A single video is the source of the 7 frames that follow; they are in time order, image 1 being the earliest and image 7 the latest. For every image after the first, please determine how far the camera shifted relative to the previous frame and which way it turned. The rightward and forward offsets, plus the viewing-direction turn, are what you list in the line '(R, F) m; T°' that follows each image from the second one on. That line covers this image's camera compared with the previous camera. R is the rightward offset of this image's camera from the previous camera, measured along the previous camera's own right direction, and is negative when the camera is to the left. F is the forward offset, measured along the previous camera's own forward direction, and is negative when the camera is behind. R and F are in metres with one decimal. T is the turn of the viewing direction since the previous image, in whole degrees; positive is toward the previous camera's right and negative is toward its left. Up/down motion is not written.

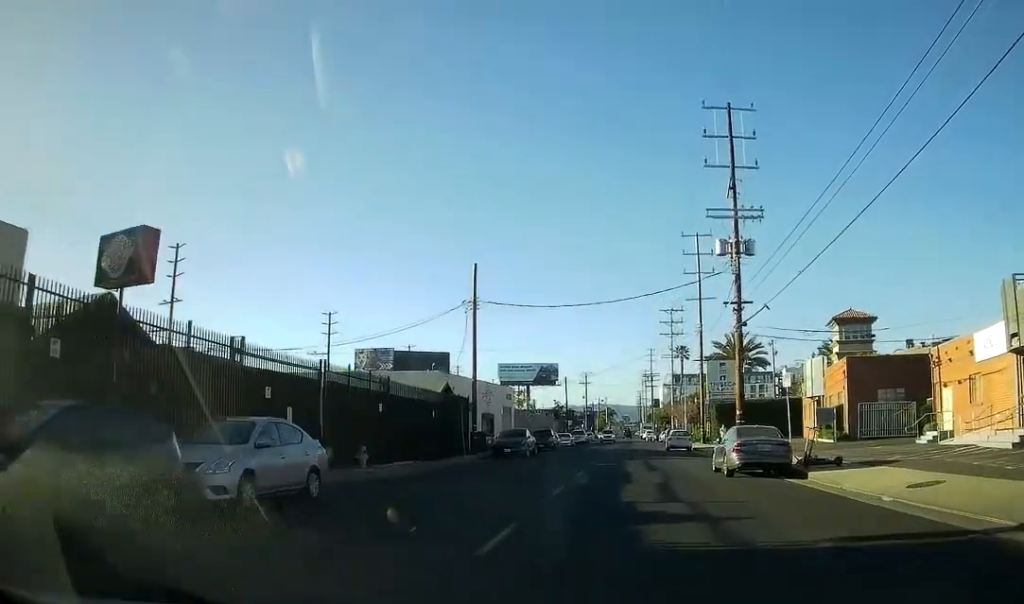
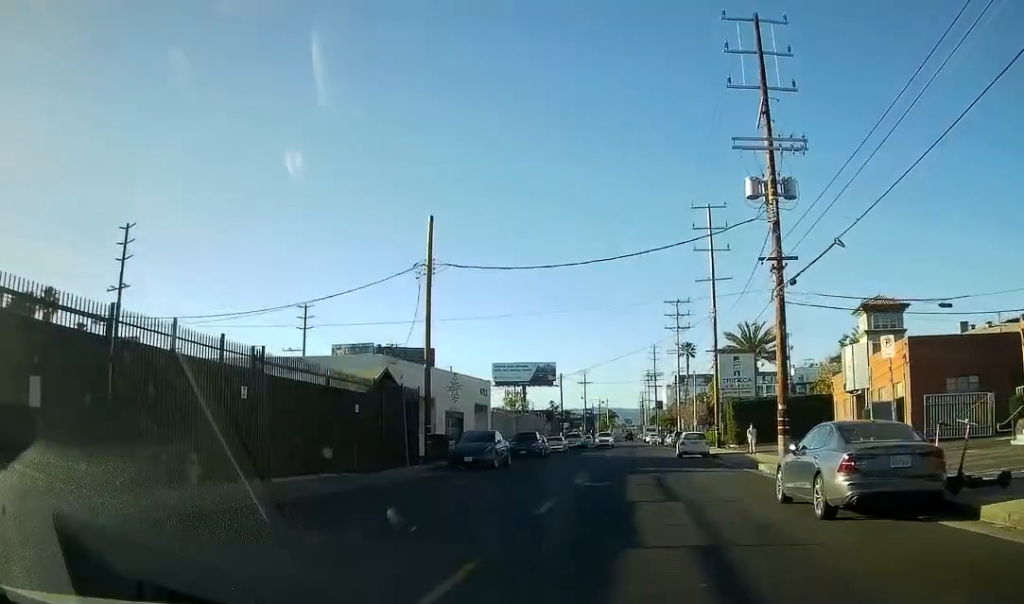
(-0.4, +10.1) m; -2°
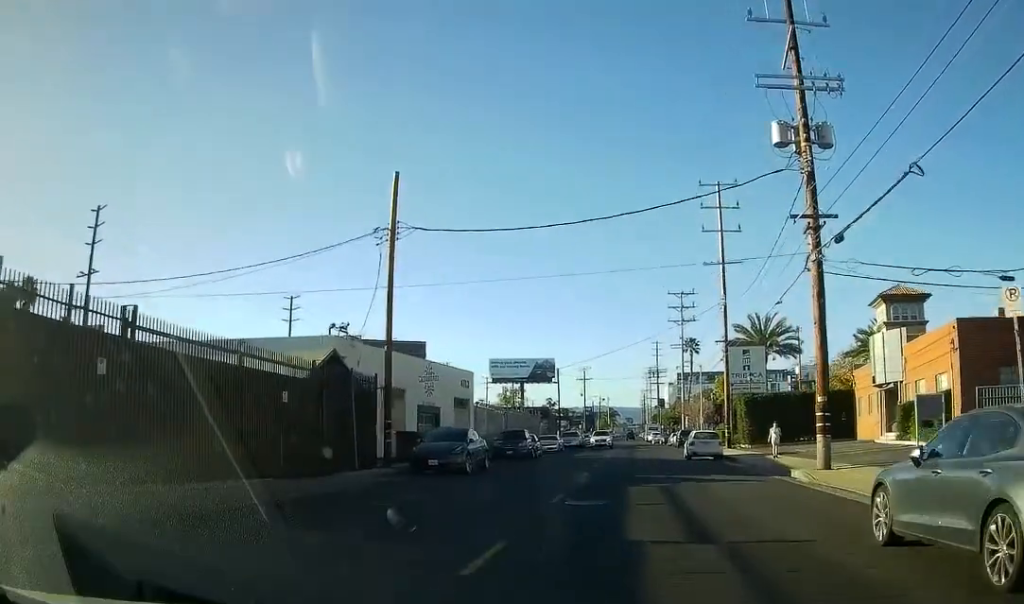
(-0.1, +5.8) m; 0°
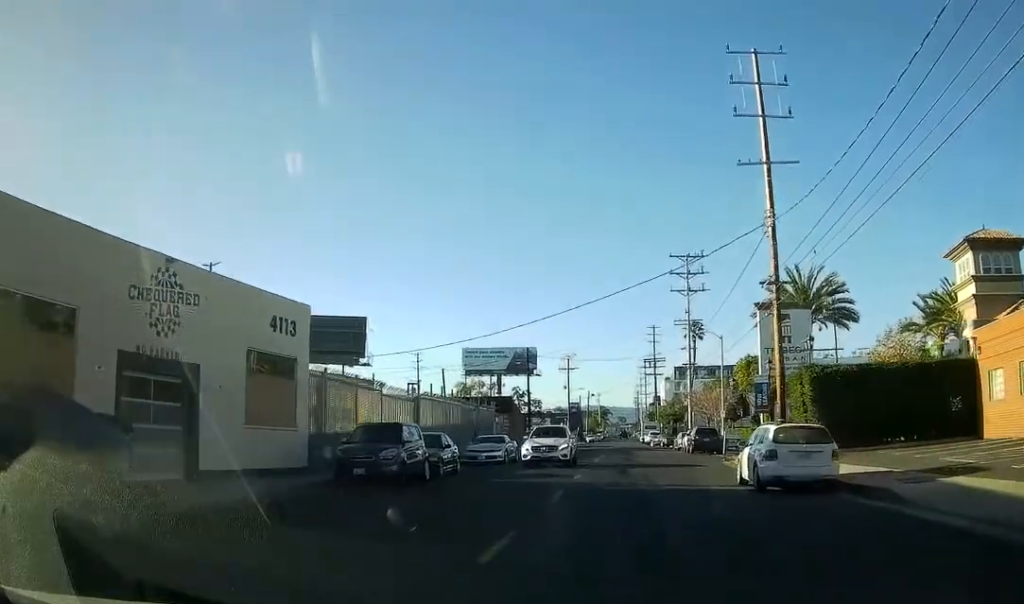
(+0.7, +21.3) m; +2°
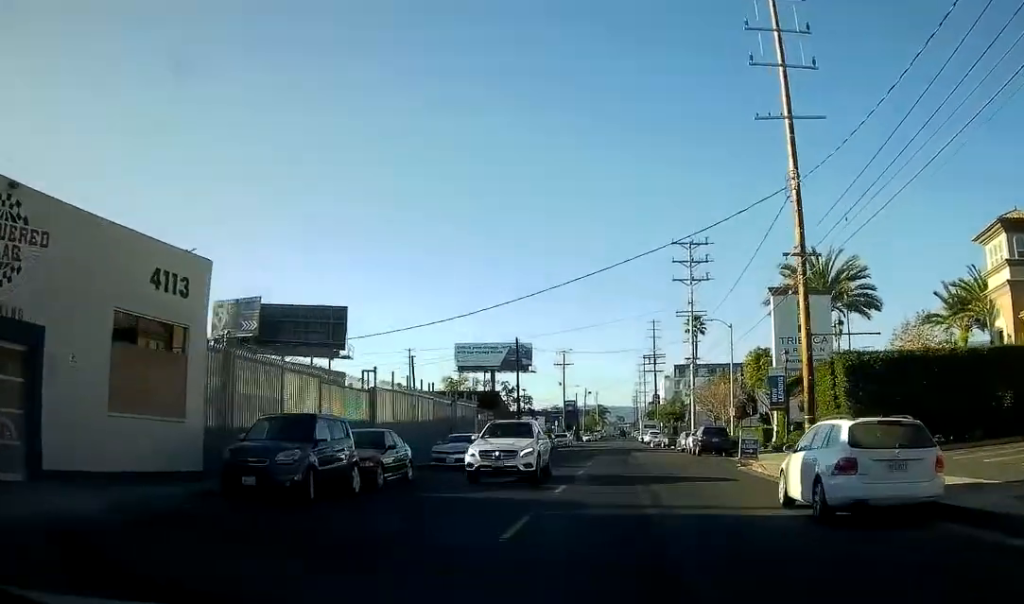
(0.0, +5.3) m; 0°
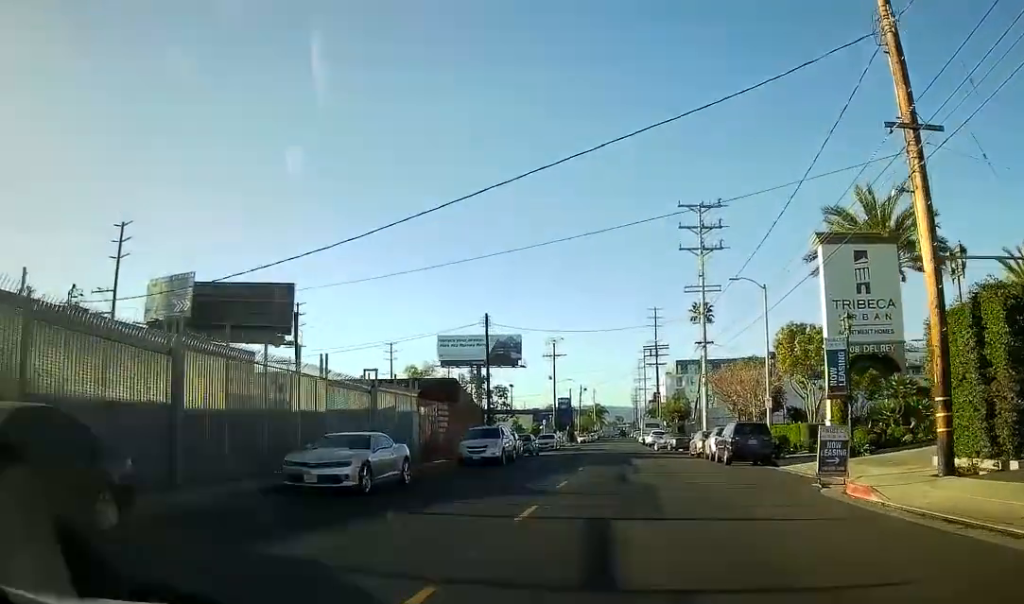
(0.0, +12.4) m; +1°
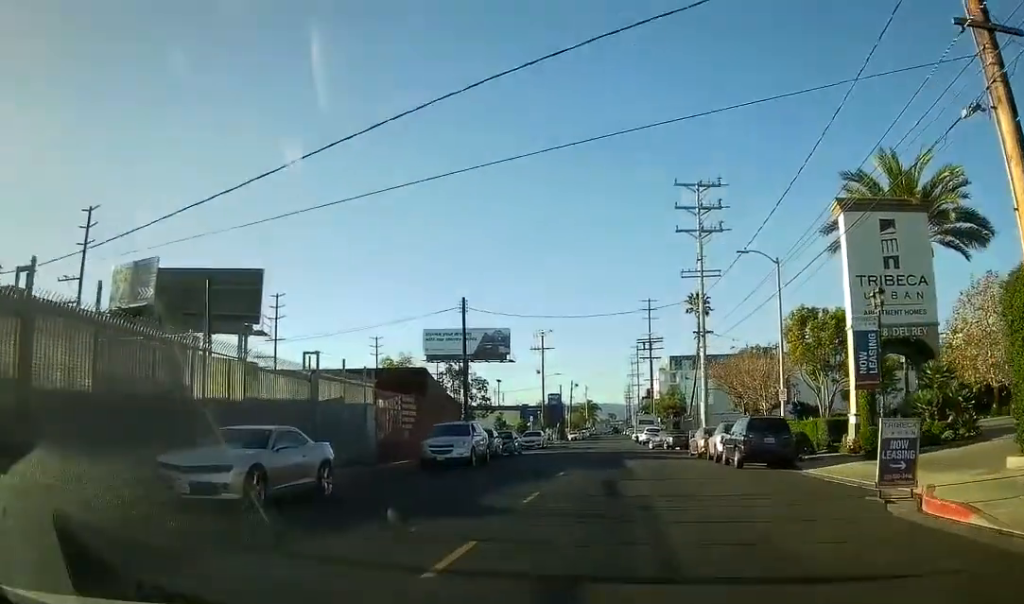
(0.0, +4.7) m; +1°
